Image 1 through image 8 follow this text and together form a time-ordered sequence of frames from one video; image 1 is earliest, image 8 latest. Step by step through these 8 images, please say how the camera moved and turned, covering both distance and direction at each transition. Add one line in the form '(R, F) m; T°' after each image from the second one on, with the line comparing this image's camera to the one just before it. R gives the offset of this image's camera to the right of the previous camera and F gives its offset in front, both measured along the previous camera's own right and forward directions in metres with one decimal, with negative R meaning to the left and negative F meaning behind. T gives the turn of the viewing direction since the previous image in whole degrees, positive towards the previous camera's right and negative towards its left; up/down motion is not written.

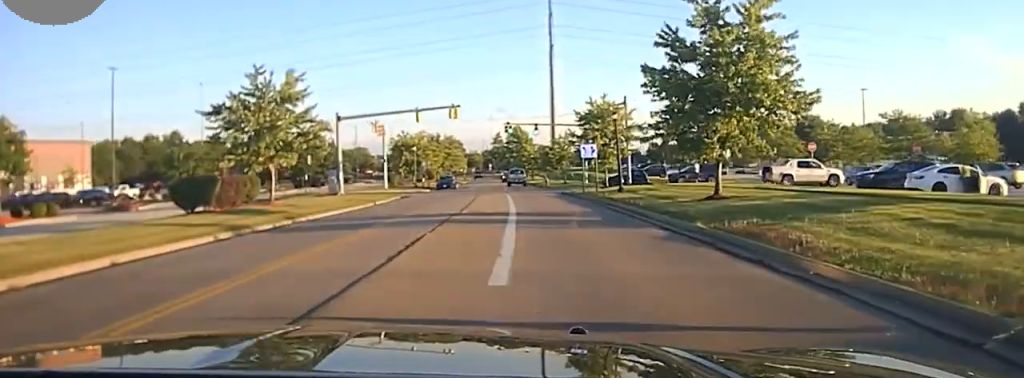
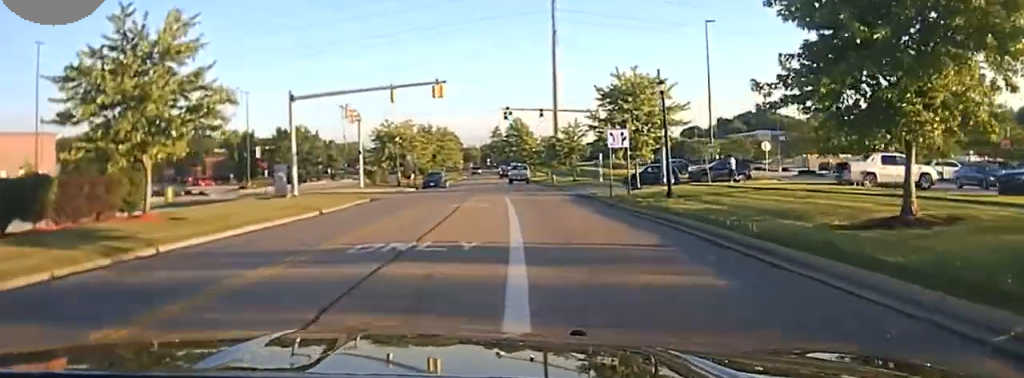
(+0.2, +13.1) m; +1°
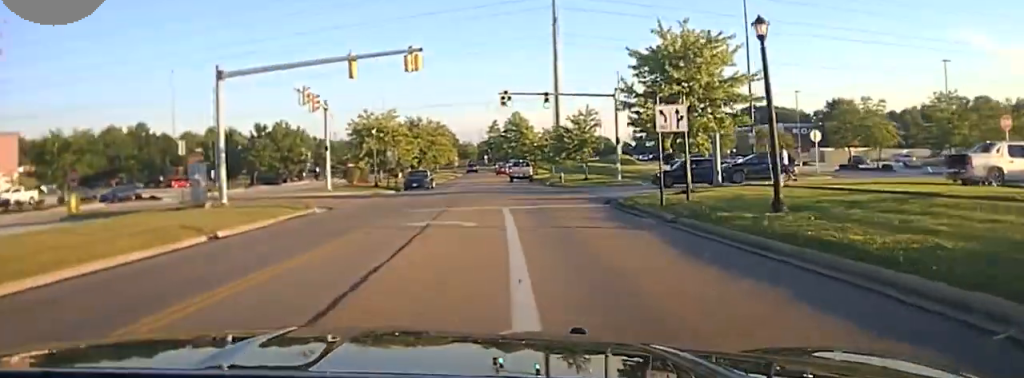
(0.0, +13.4) m; 0°
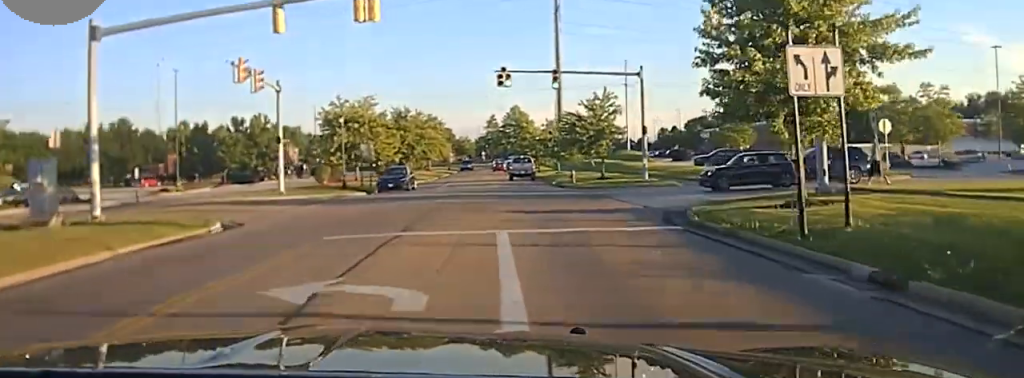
(0.0, +12.1) m; 0°
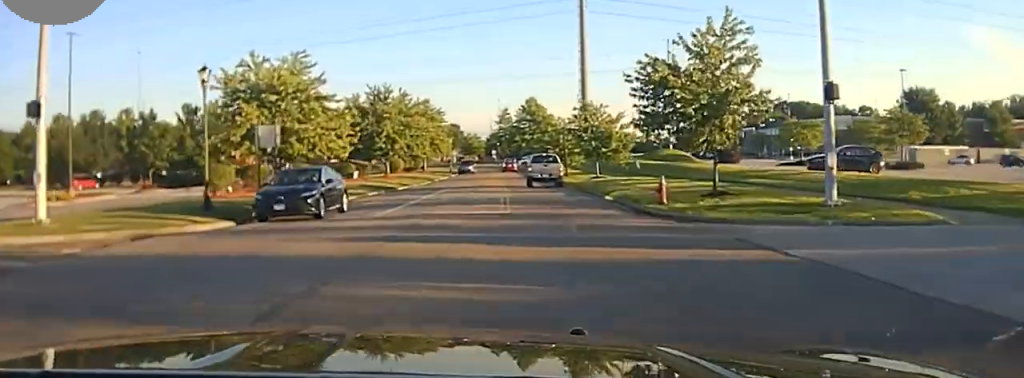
(0.0, +26.1) m; -1°
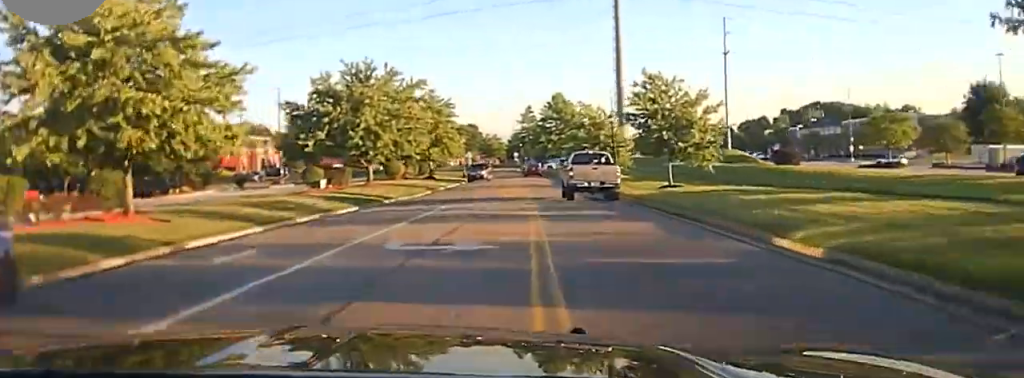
(-0.2, +20.5) m; -2°
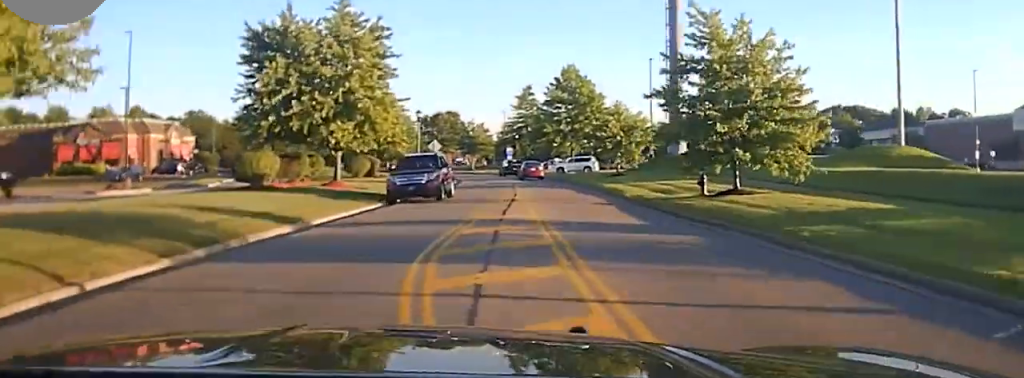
(-0.5, +41.4) m; 0°
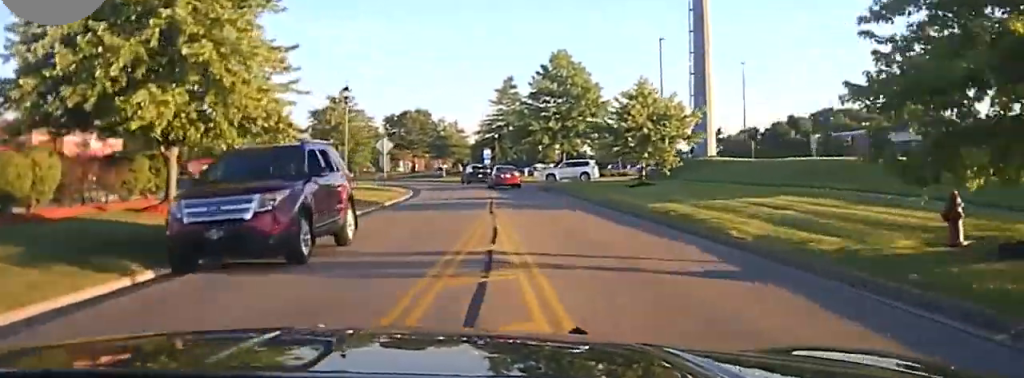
(0.0, +18.1) m; +1°
